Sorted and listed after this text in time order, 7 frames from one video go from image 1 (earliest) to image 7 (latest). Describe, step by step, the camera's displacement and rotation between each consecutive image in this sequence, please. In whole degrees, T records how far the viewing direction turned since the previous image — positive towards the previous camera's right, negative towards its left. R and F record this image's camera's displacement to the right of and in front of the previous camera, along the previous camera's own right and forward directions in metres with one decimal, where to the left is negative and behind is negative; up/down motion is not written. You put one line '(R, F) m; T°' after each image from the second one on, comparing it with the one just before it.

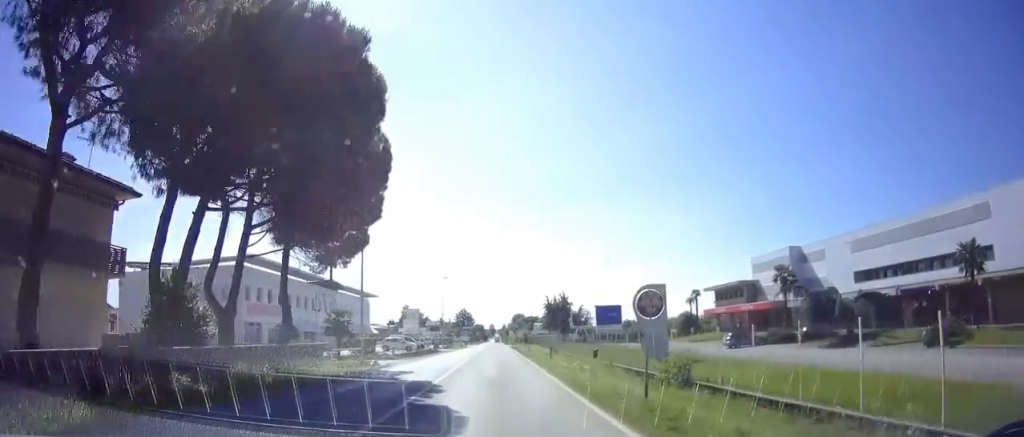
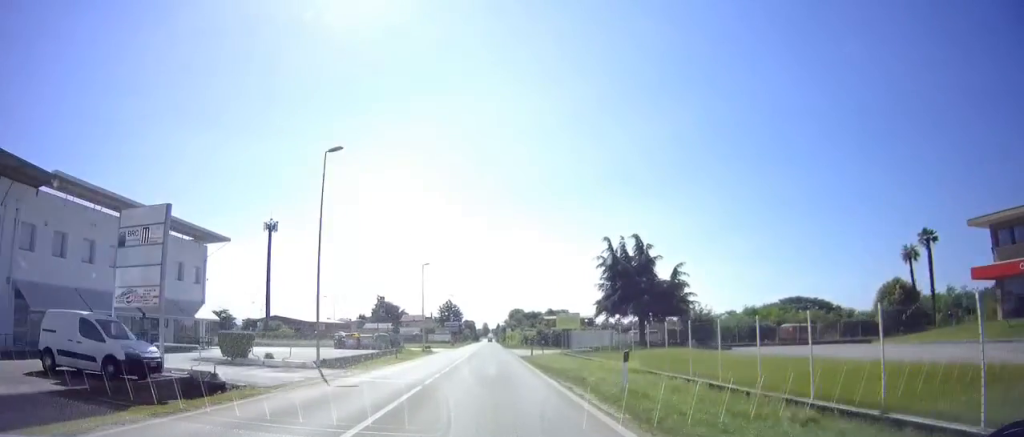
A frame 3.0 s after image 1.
(+0.4, +52.1) m; +1°
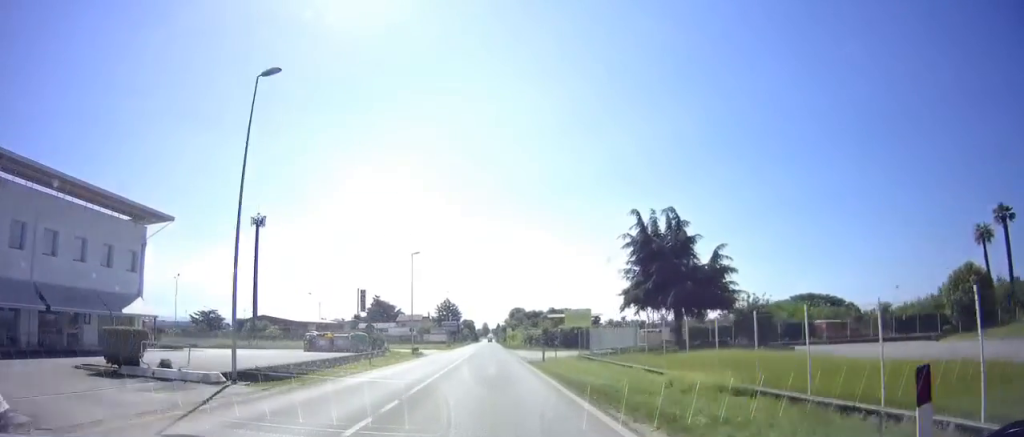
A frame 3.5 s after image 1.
(0.0, +8.1) m; 0°
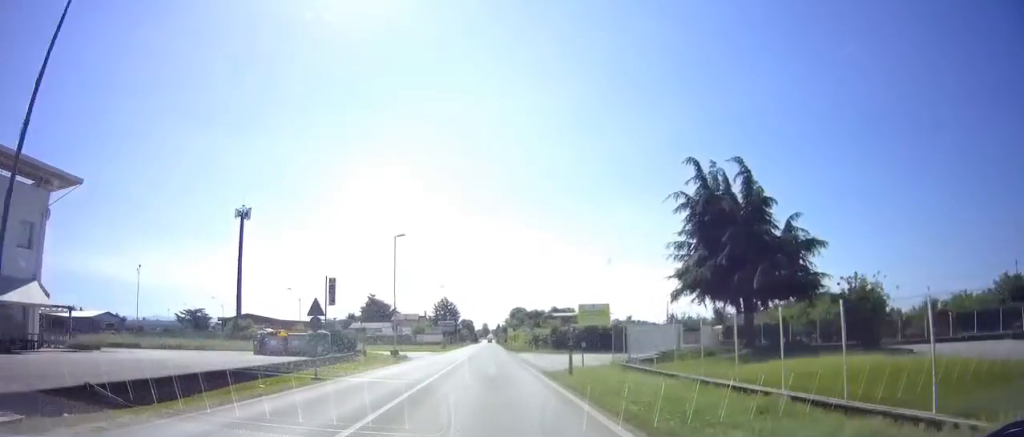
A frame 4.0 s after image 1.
(0.0, +9.3) m; 0°
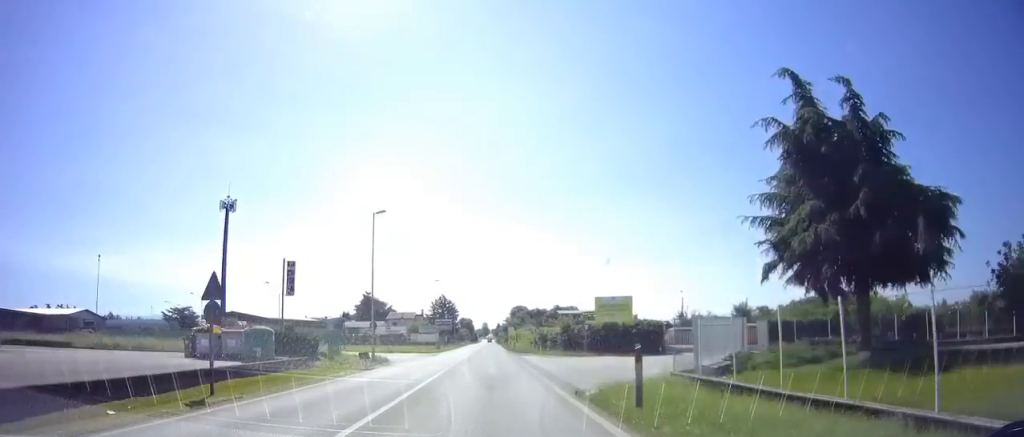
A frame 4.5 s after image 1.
(0.0, +8.7) m; 0°
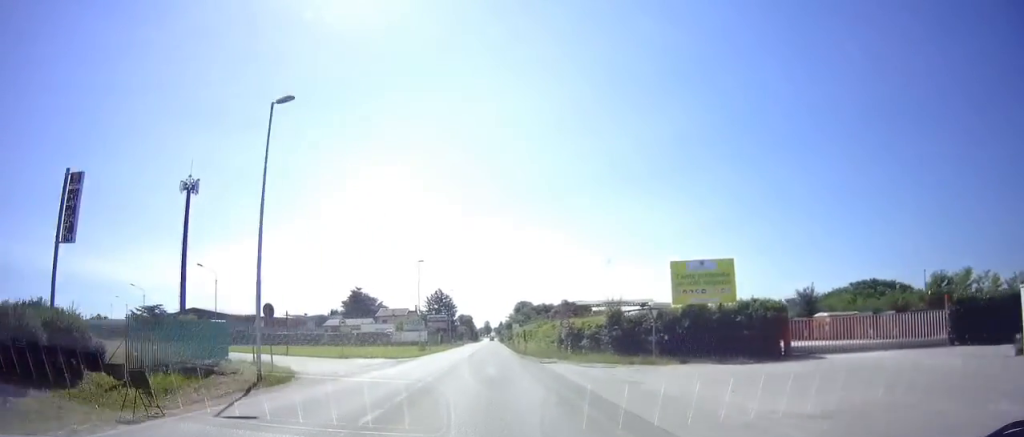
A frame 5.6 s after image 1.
(-0.1, +18.0) m; -1°
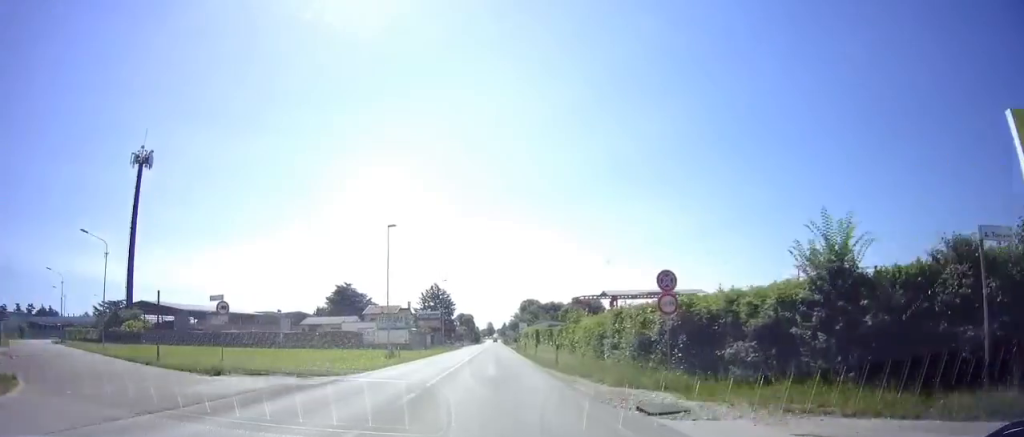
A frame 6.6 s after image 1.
(-0.2, +18.5) m; 0°
